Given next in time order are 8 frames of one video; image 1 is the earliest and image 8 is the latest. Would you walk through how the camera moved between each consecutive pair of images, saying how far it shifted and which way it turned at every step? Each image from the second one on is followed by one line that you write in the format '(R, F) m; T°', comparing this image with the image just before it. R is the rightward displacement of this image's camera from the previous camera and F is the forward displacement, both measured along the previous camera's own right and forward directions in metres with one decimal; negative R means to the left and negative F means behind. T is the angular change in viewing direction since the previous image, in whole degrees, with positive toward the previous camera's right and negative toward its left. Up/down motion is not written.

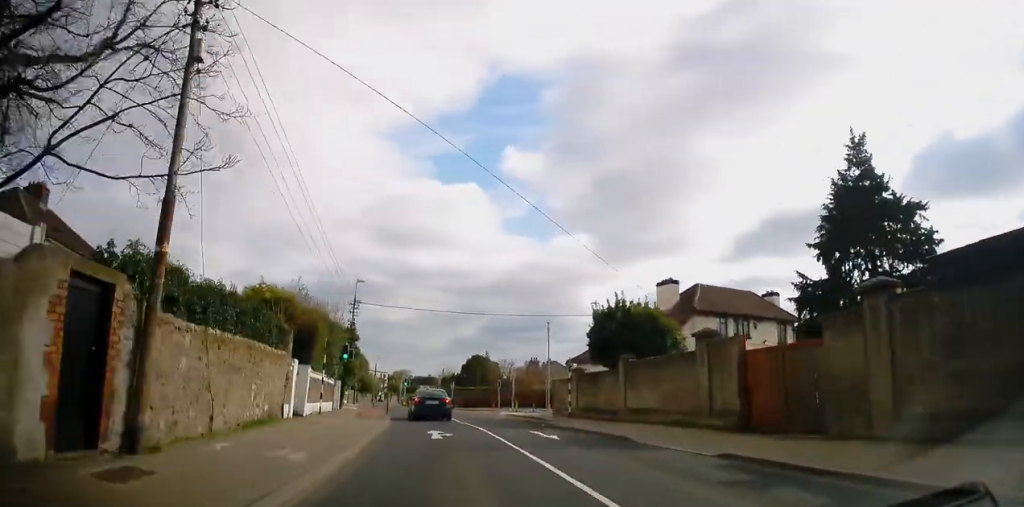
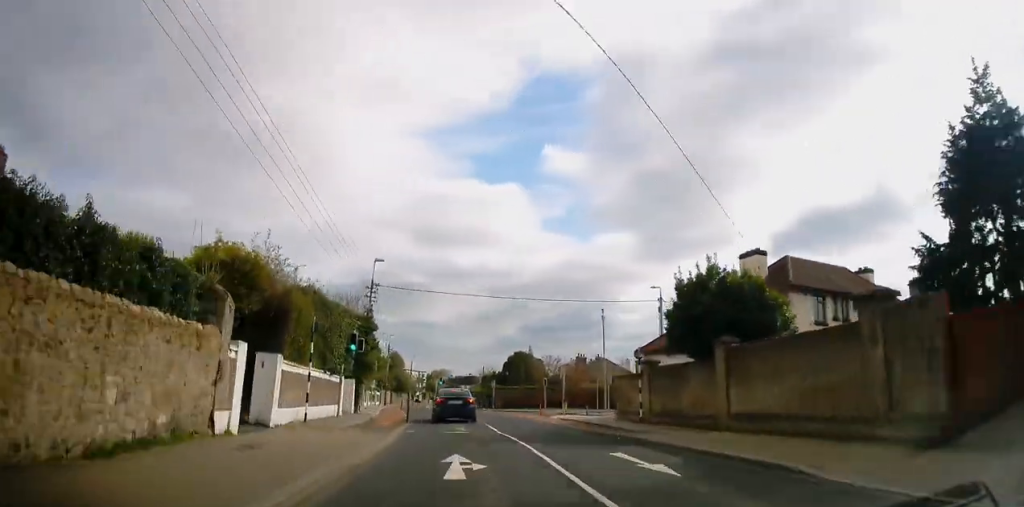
(-0.2, +6.9) m; -6°
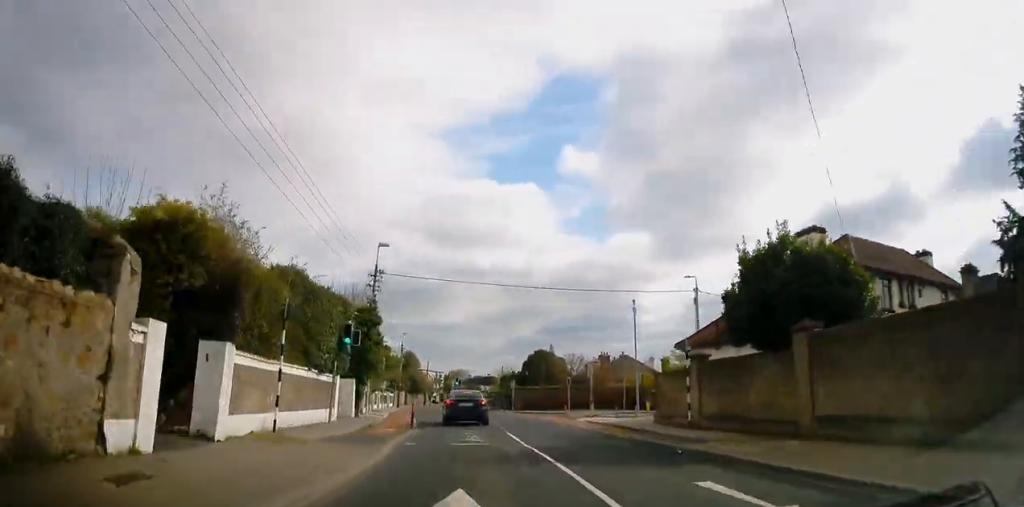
(+0.2, +4.1) m; -4°
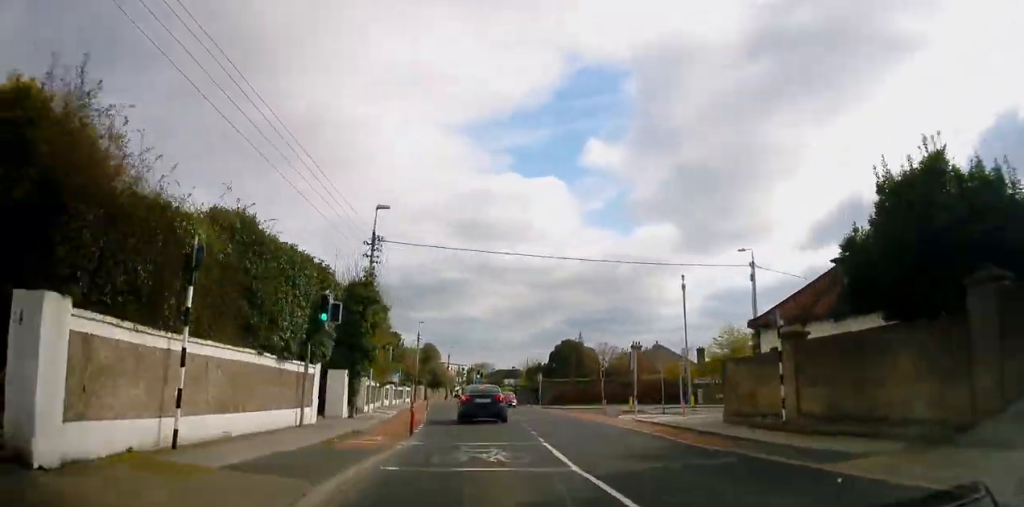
(-0.7, +5.7) m; -4°
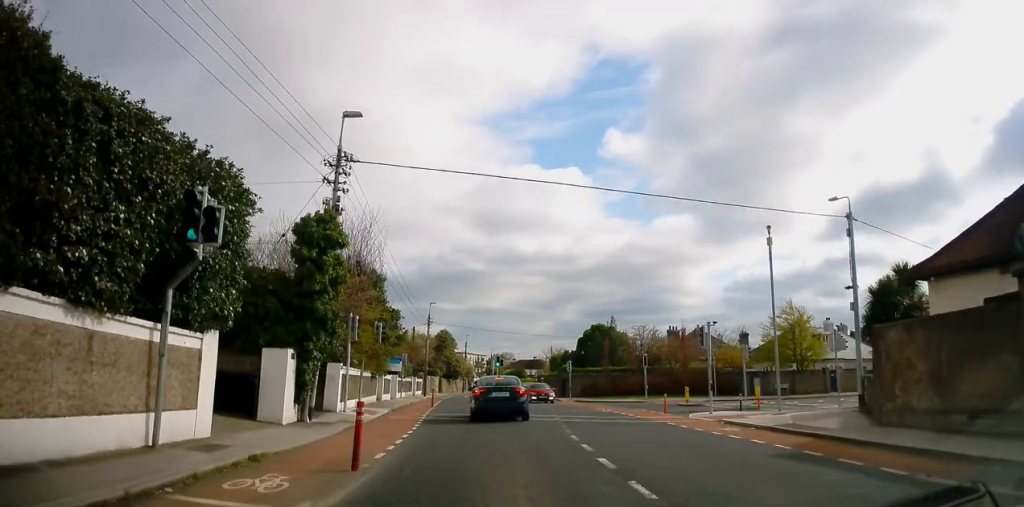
(-0.5, +9.0) m; -4°
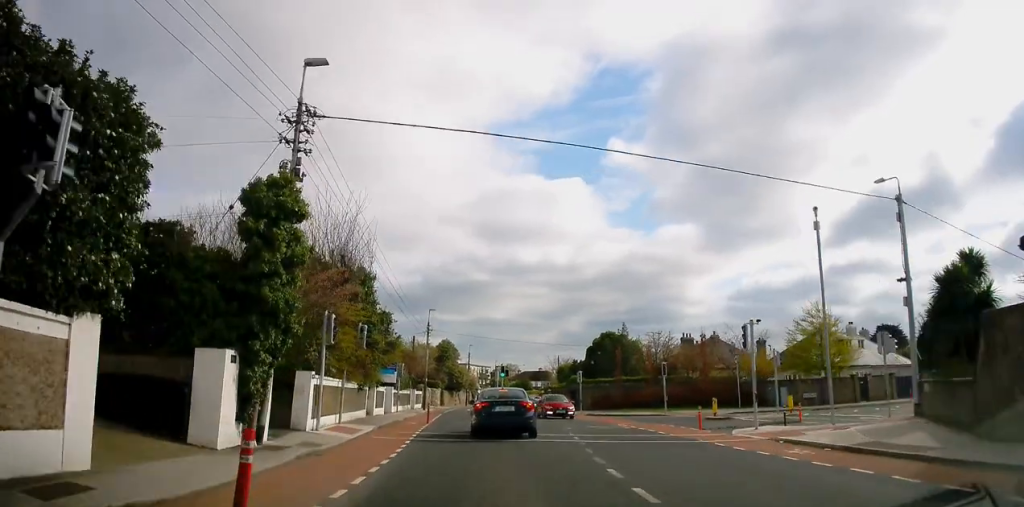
(+0.1, +4.5) m; -1°
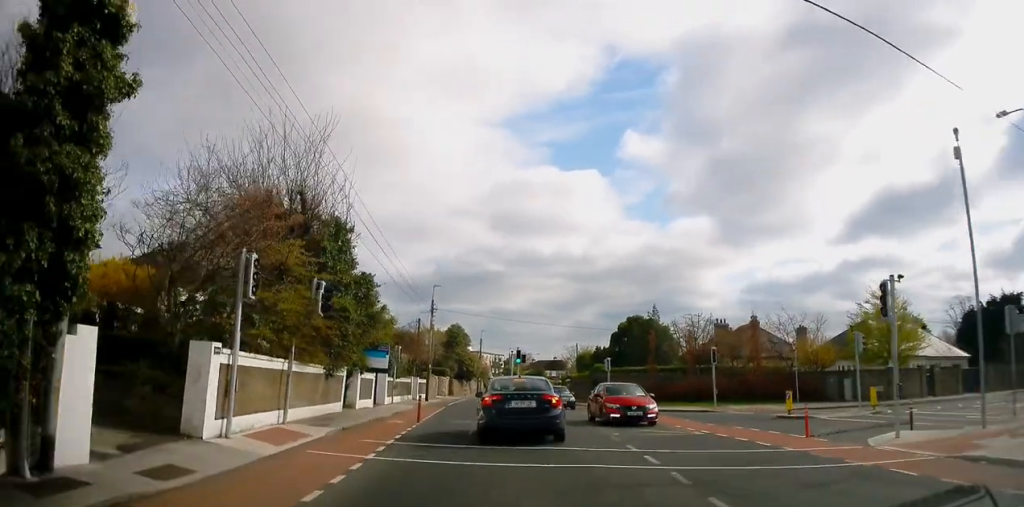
(-0.4, +10.0) m; -3°
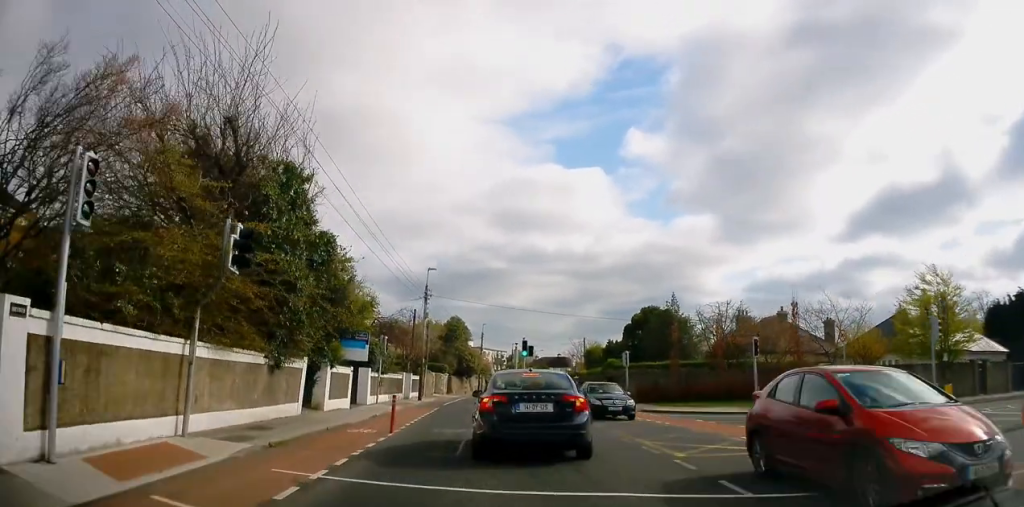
(-0.1, +8.8) m; +1°
